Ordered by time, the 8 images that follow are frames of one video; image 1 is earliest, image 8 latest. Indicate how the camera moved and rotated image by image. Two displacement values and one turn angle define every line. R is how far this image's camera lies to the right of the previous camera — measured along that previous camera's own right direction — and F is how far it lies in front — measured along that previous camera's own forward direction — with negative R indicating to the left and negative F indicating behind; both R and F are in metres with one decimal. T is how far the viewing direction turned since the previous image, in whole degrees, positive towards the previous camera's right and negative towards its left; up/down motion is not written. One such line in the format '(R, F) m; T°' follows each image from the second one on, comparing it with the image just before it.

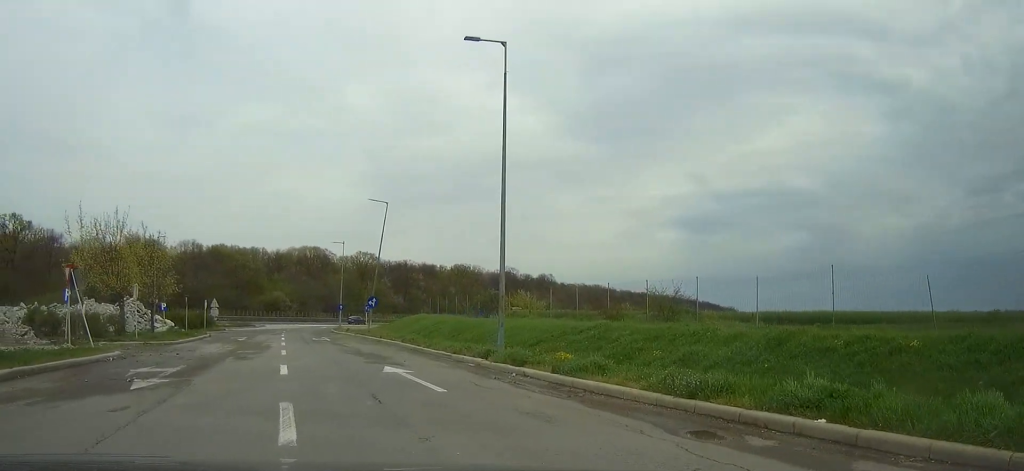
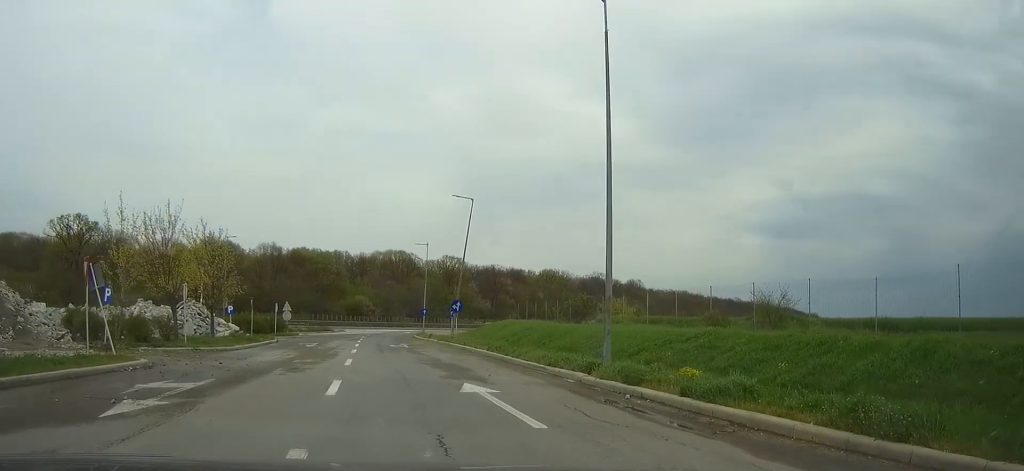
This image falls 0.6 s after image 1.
(-0.4, +3.1) m; -10°
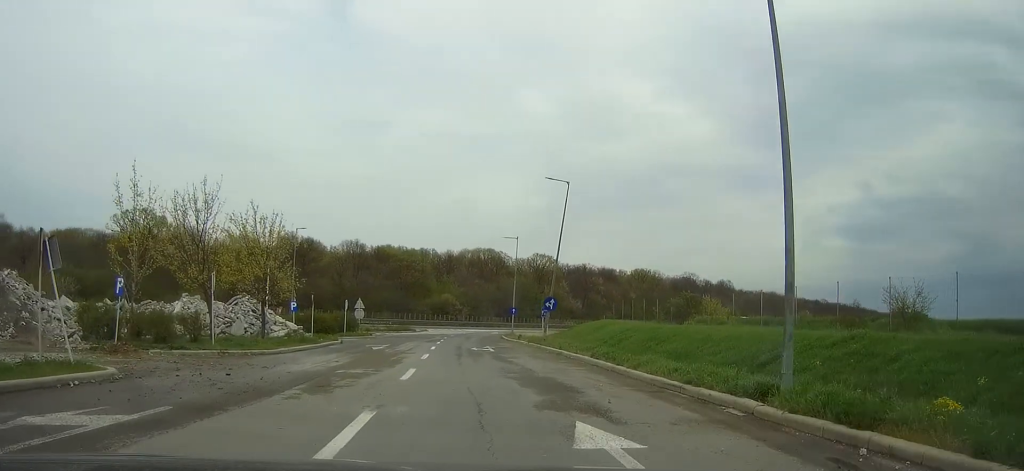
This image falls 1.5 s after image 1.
(-0.6, +5.4) m; -7°
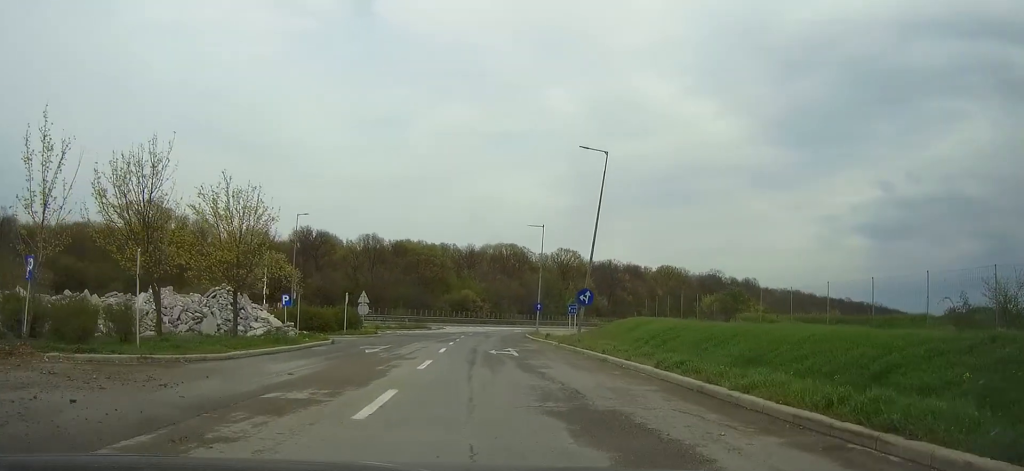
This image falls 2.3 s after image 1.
(-0.2, +6.2) m; -1°
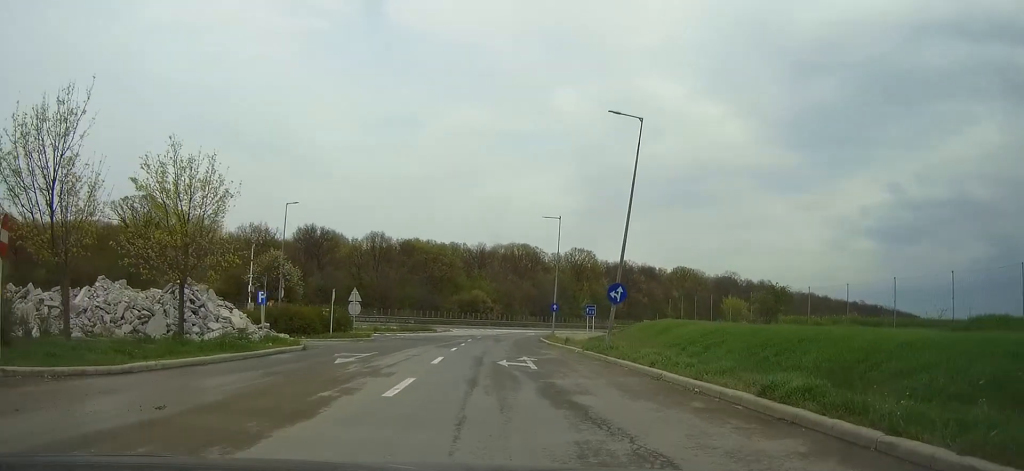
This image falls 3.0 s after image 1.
(0.0, +5.6) m; +1°
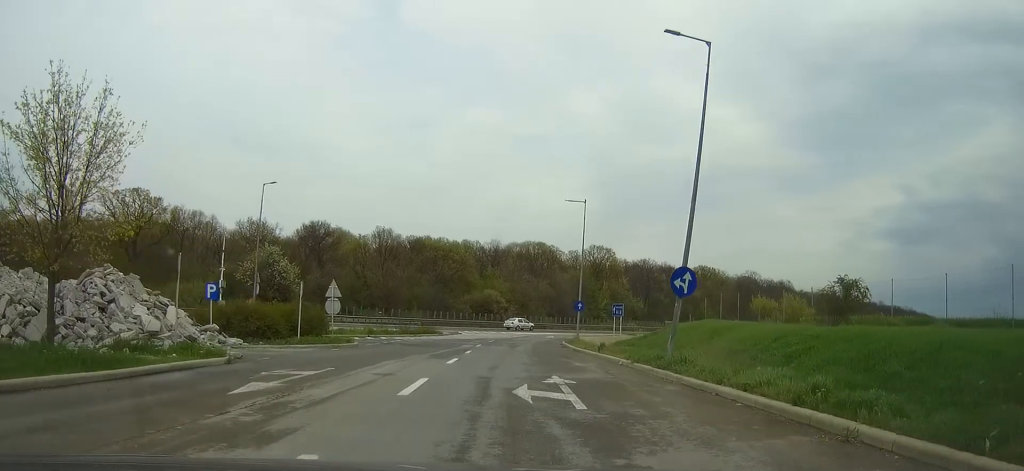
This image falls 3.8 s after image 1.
(+0.1, +7.8) m; 0°
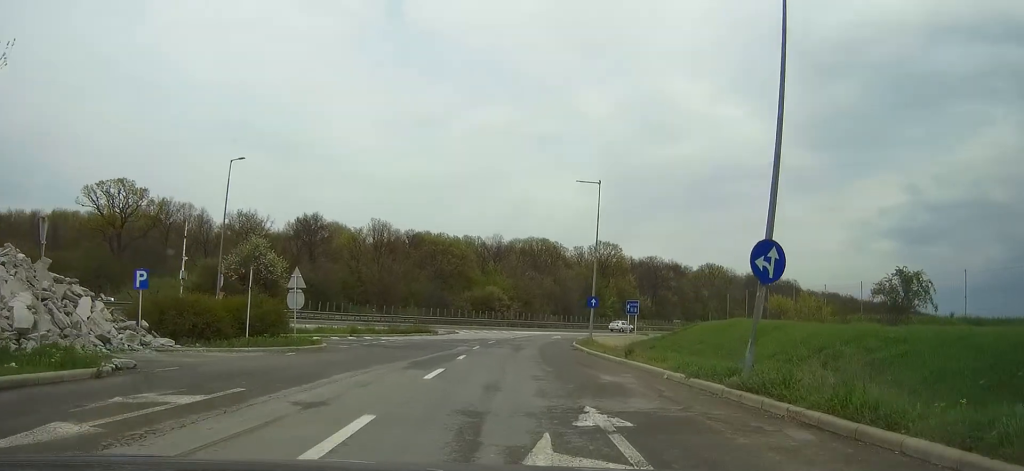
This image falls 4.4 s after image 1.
(-0.1, +6.1) m; 0°
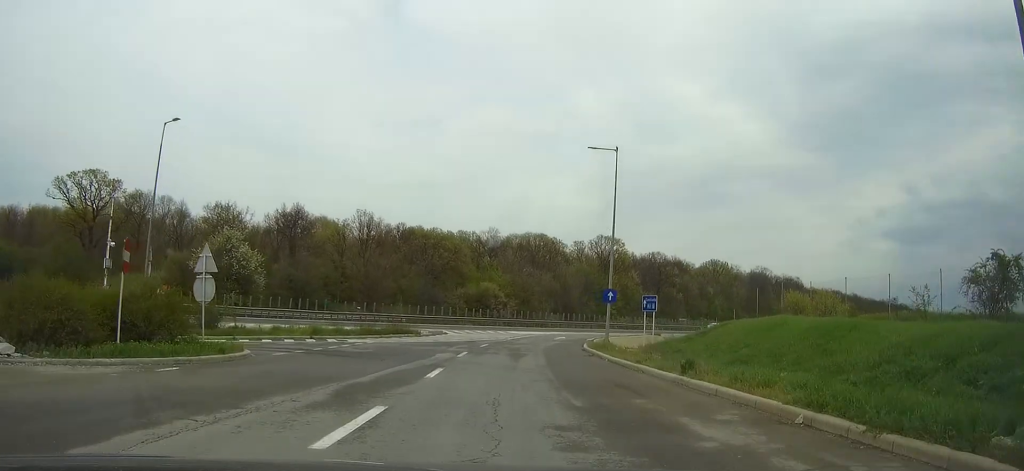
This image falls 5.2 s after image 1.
(-0.1, +7.9) m; 0°
